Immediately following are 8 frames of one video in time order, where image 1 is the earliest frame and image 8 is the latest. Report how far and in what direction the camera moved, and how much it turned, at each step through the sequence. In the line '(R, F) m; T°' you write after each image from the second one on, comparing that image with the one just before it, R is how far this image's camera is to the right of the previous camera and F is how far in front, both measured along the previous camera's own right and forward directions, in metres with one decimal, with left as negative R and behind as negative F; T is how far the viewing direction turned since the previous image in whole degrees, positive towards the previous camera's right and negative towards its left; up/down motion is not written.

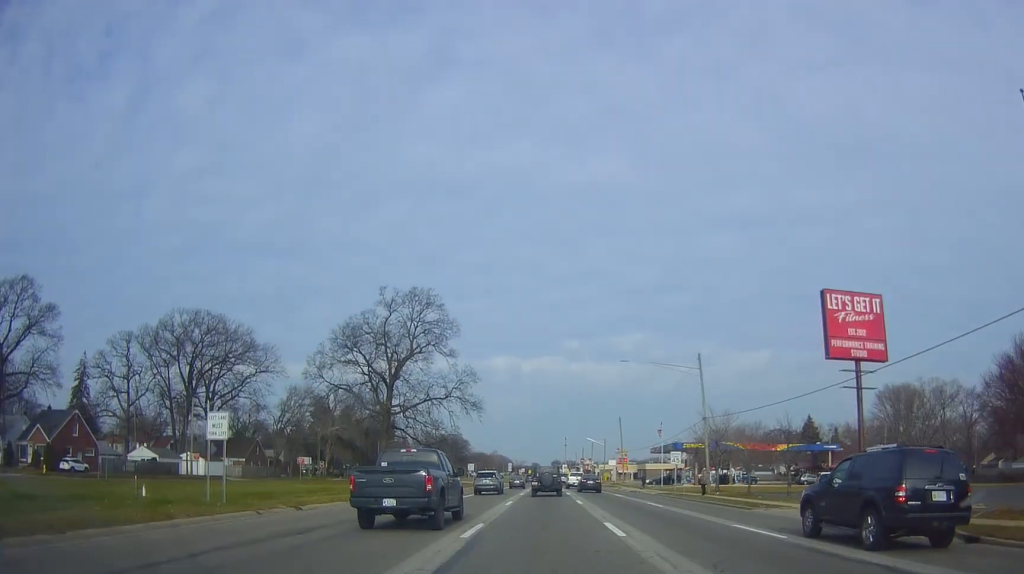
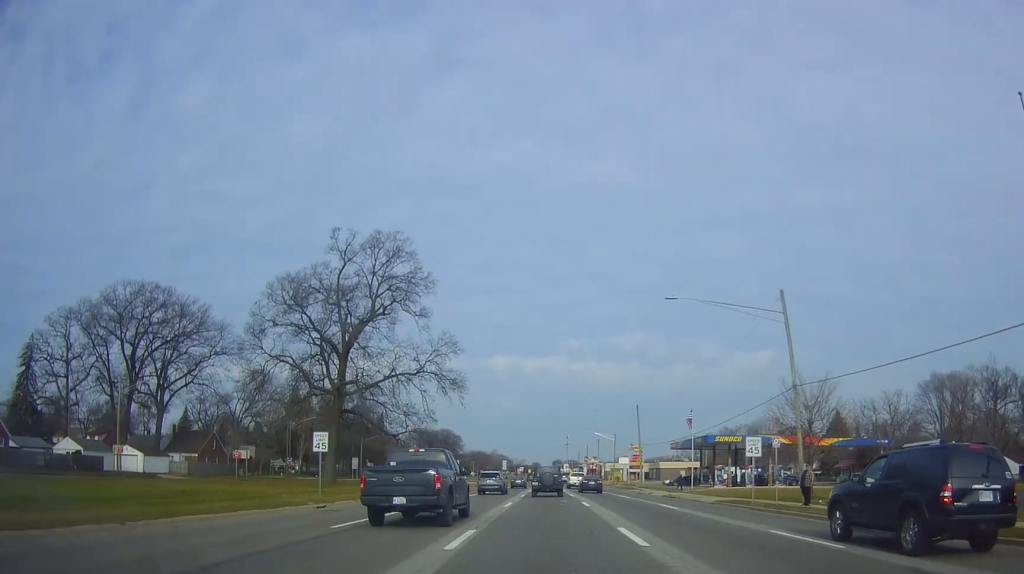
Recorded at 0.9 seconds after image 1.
(0.0, +18.0) m; 0°
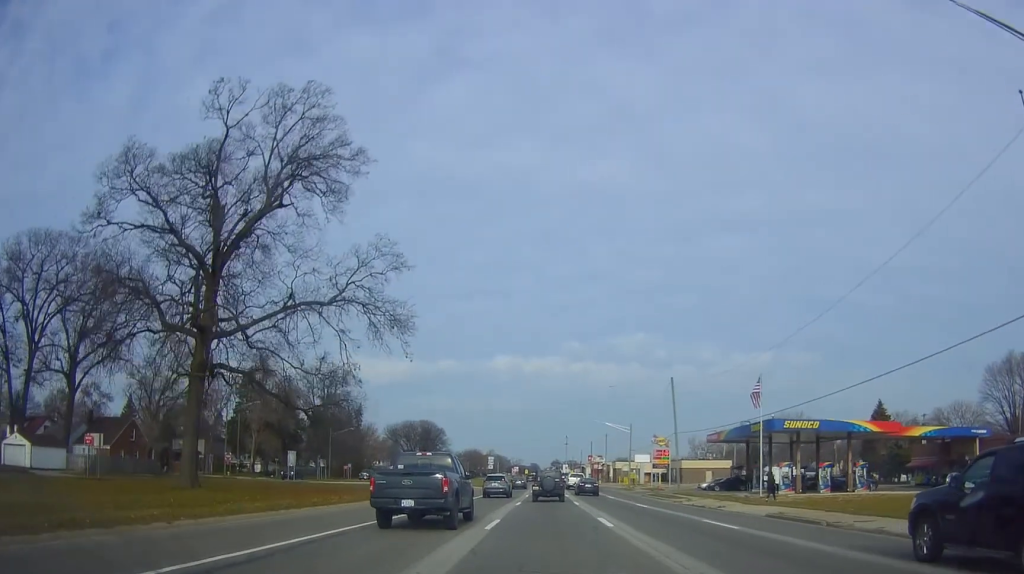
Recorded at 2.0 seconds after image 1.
(+0.3, +23.9) m; -1°
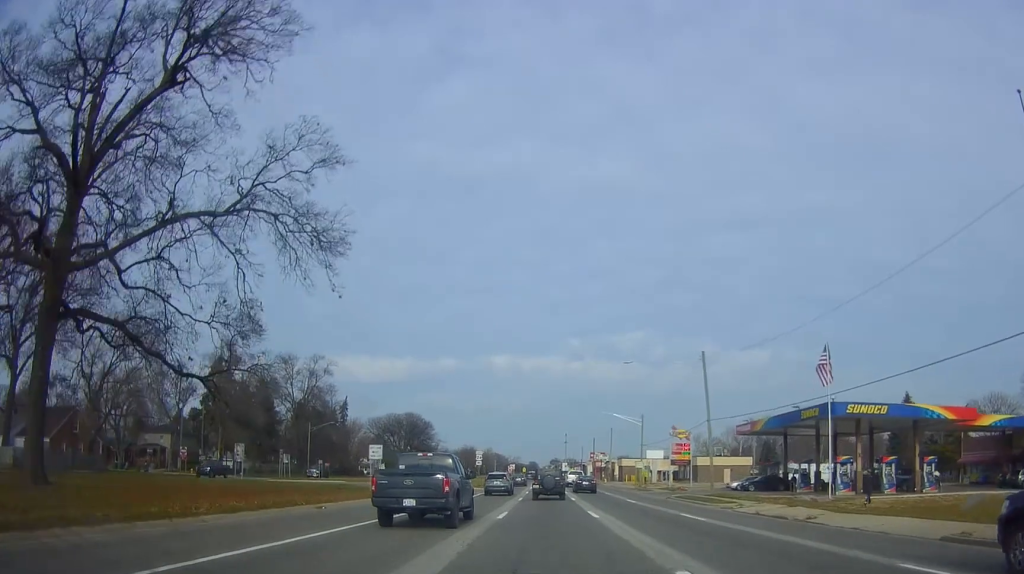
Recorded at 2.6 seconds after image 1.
(0.0, +12.8) m; -1°
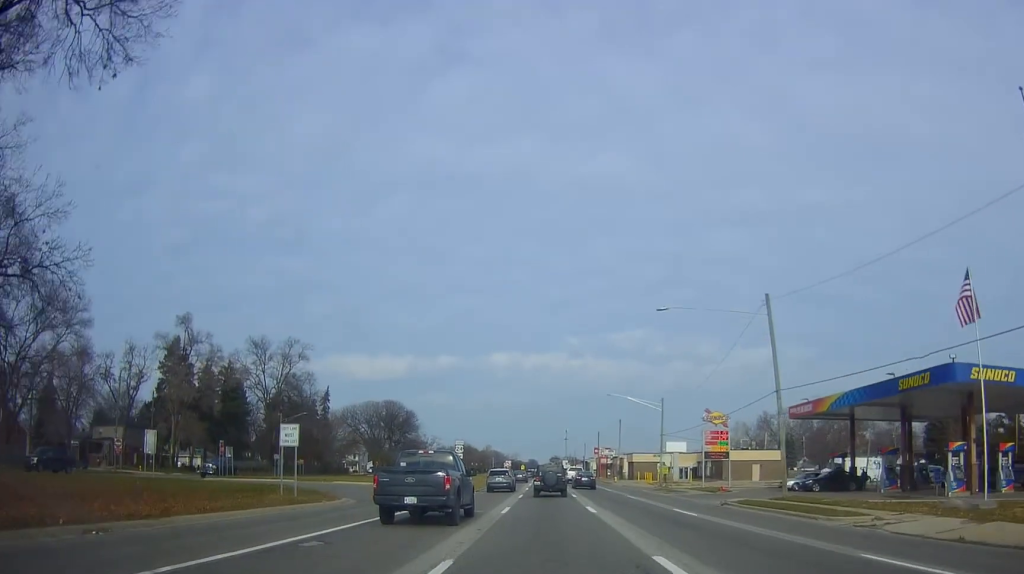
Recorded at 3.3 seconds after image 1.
(-0.6, +15.0) m; 0°
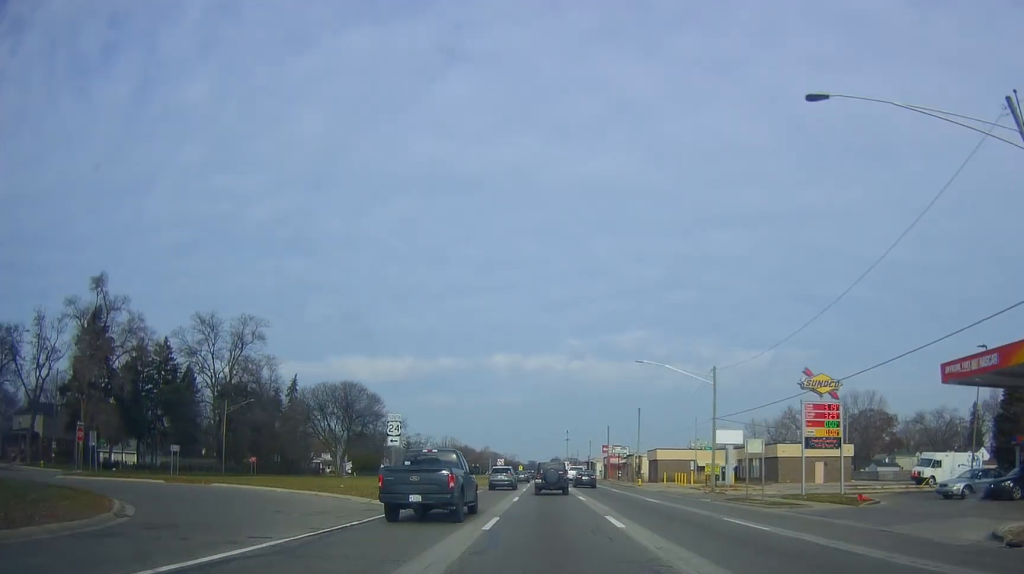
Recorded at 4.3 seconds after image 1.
(+0.6, +22.1) m; +2°
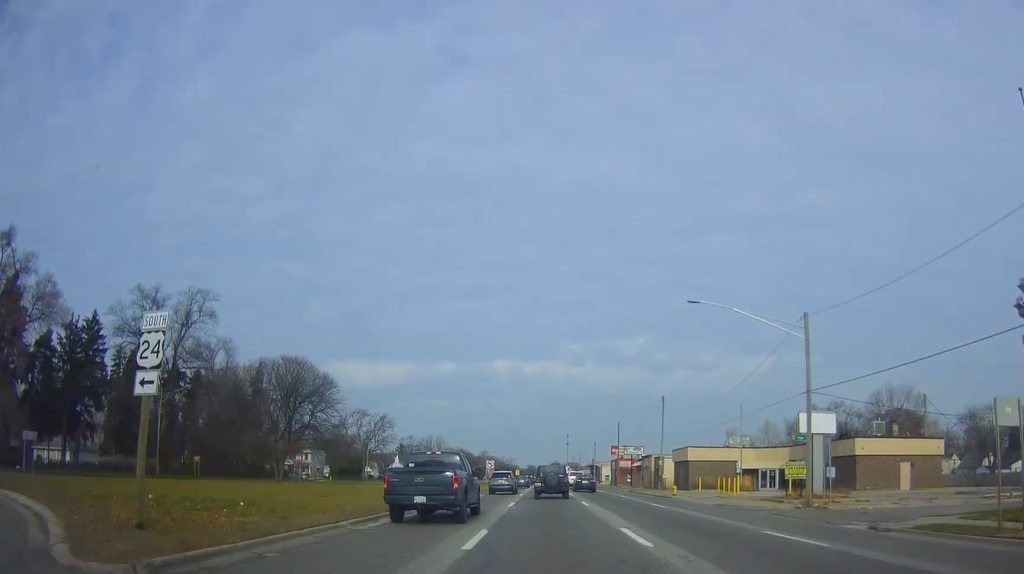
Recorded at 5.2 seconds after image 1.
(+0.1, +18.5) m; -1°
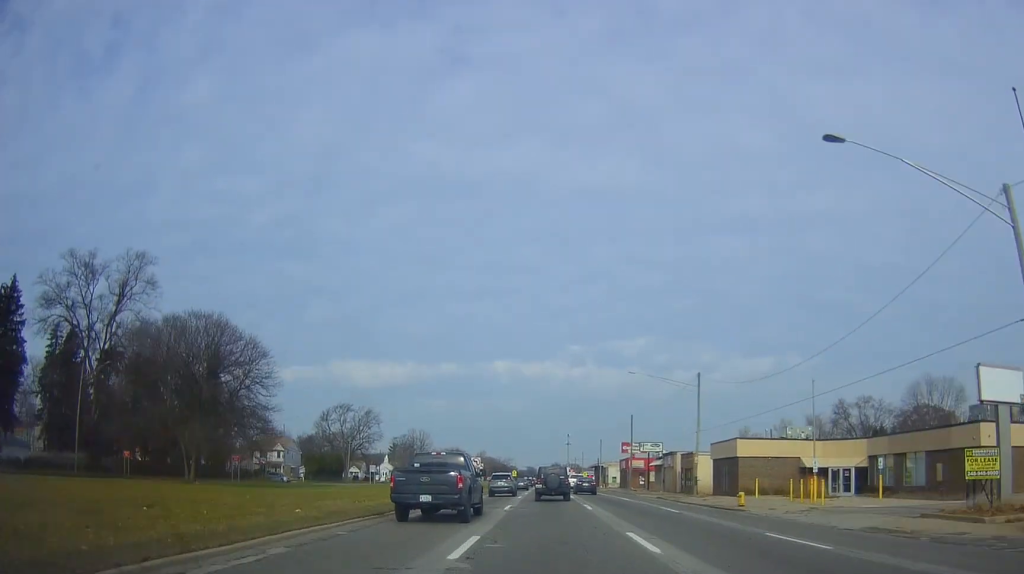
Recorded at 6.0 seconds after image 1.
(-0.4, +16.9) m; -1°
